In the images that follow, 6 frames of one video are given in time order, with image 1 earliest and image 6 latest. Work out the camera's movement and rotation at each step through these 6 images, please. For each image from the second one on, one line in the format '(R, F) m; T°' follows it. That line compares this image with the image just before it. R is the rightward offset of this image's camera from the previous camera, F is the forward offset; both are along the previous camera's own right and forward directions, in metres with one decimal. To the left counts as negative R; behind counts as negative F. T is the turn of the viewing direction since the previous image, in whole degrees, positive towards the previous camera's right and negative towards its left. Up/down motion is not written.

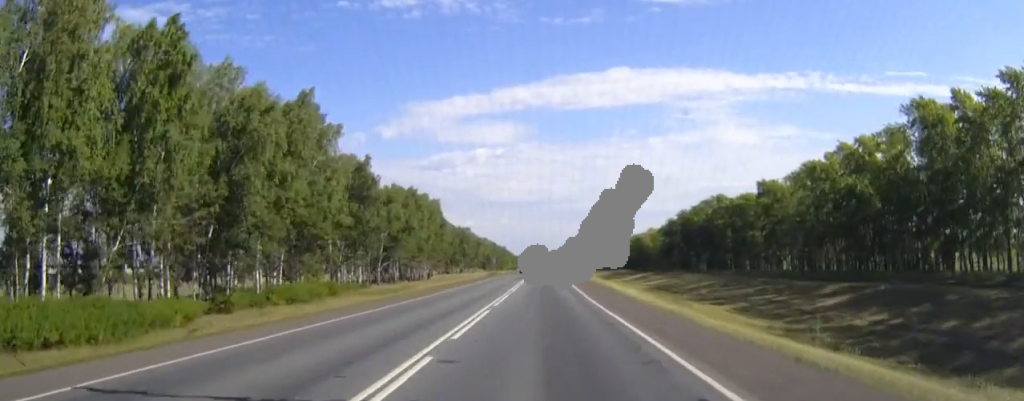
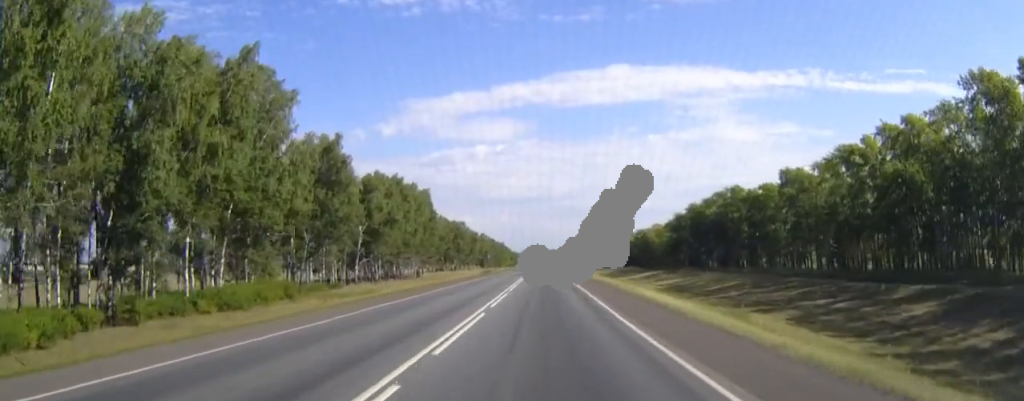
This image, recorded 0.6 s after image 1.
(0.0, +14.4) m; 0°
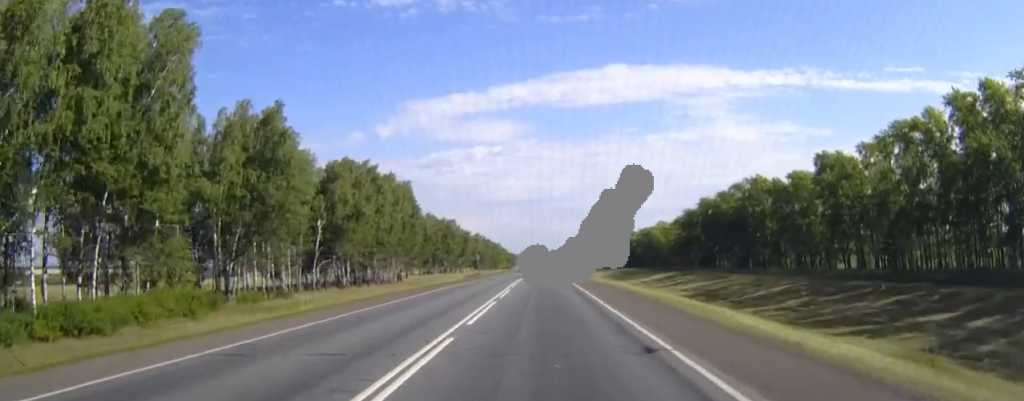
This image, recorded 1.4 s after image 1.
(0.0, +19.0) m; 0°
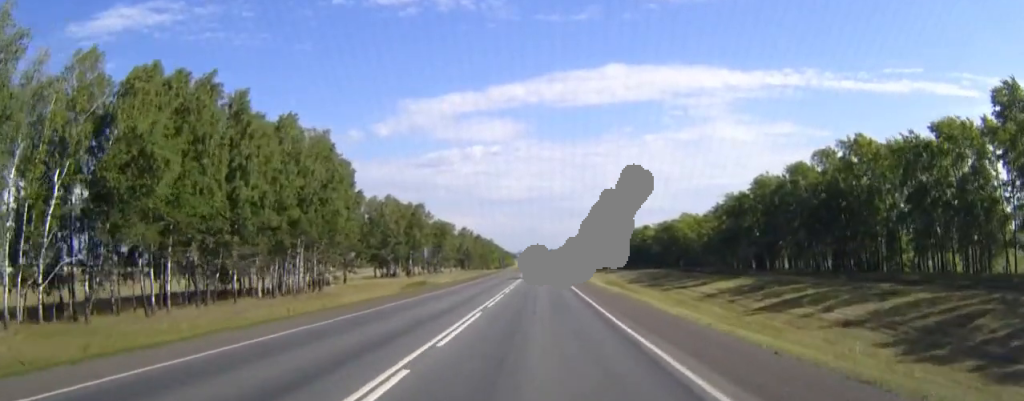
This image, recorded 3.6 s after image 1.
(0.0, +51.7) m; 0°
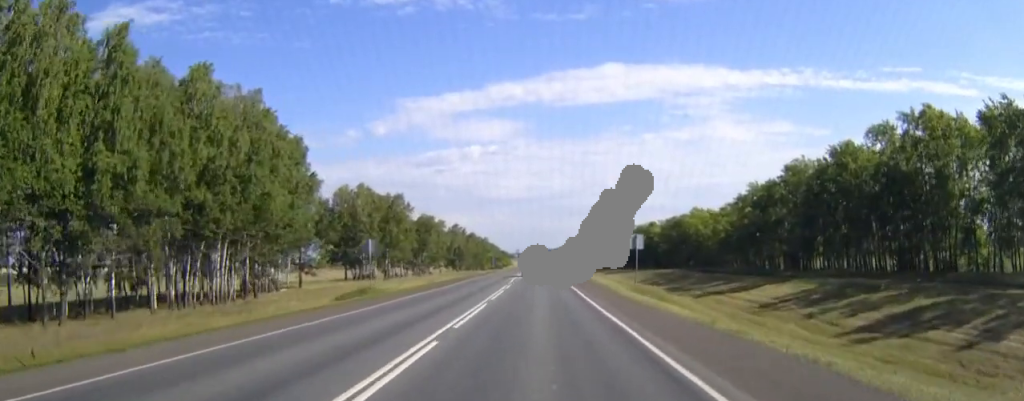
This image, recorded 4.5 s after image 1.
(0.0, +20.8) m; 0°
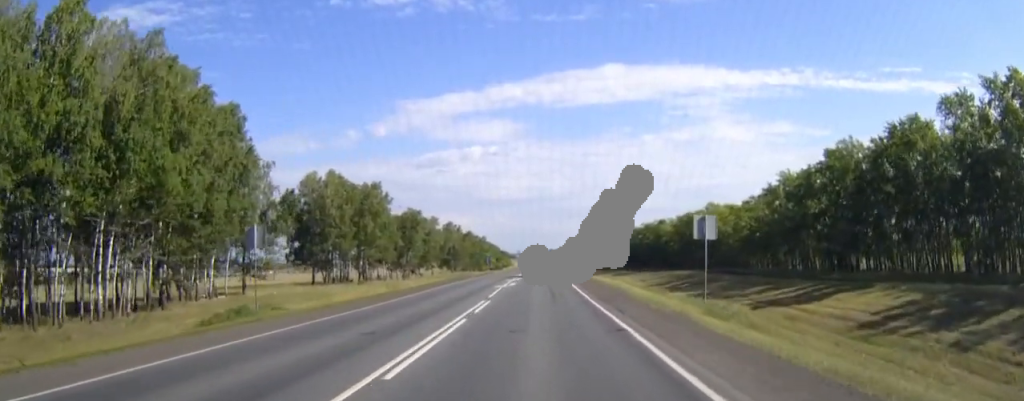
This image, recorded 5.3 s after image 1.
(0.0, +19.1) m; 0°
